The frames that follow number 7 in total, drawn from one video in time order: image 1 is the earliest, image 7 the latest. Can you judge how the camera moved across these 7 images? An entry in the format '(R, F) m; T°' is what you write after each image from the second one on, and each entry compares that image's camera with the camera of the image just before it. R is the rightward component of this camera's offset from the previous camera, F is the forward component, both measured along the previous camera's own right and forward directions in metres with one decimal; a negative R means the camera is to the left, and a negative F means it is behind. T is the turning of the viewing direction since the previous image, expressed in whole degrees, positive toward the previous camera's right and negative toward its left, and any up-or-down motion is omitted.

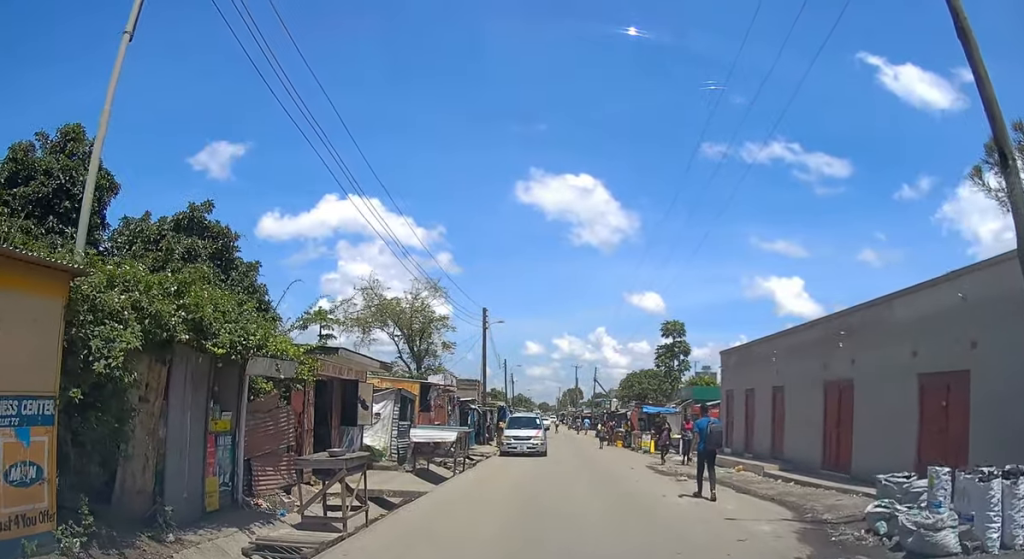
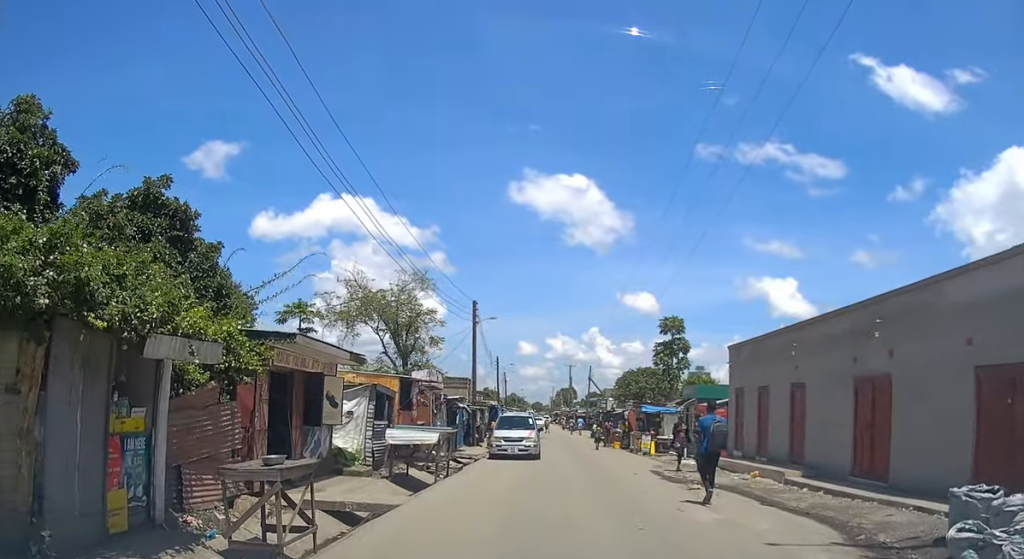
(-0.1, +2.1) m; +4°
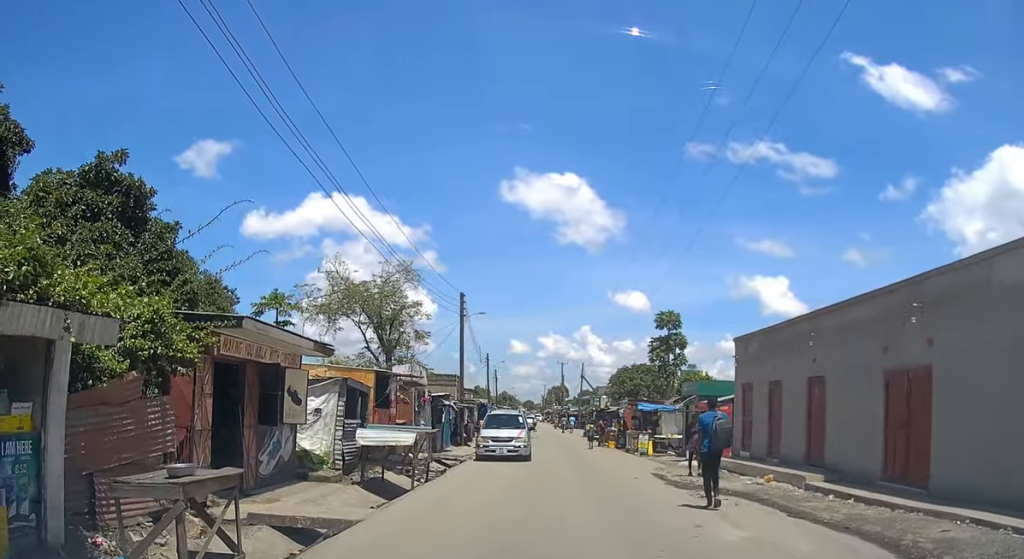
(+0.2, +1.6) m; +1°
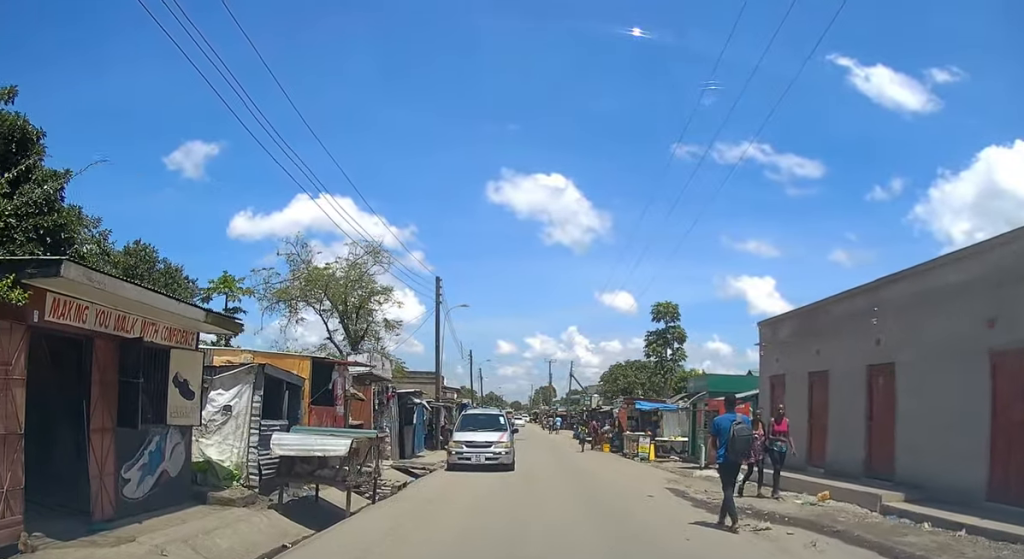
(-0.1, +3.6) m; -1°
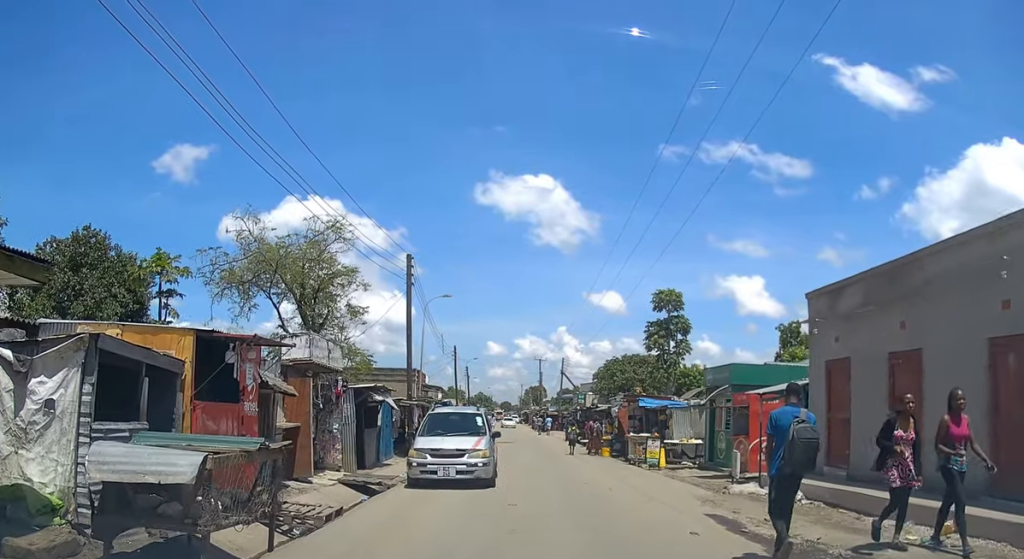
(+0.1, +4.1) m; +2°
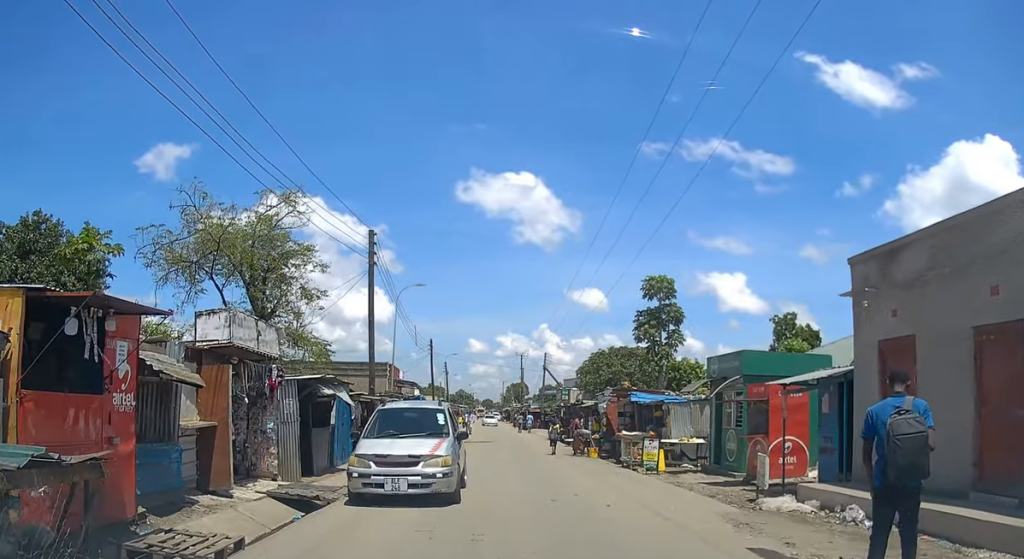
(0.0, +3.0) m; 0°
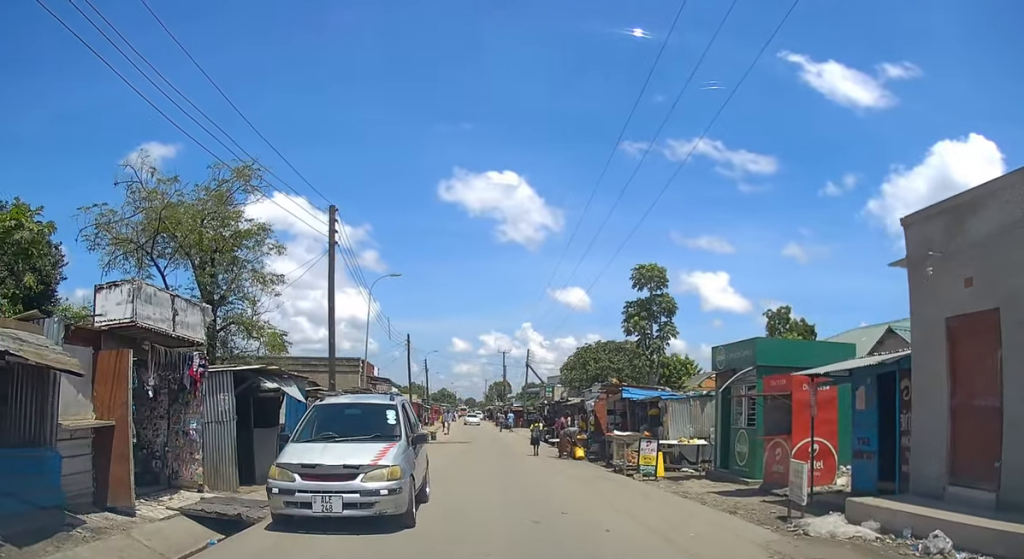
(0.0, +2.5) m; +1°
